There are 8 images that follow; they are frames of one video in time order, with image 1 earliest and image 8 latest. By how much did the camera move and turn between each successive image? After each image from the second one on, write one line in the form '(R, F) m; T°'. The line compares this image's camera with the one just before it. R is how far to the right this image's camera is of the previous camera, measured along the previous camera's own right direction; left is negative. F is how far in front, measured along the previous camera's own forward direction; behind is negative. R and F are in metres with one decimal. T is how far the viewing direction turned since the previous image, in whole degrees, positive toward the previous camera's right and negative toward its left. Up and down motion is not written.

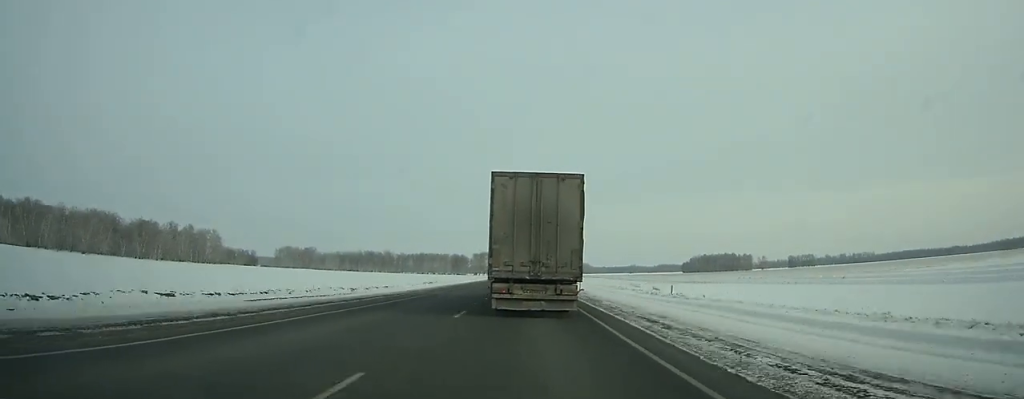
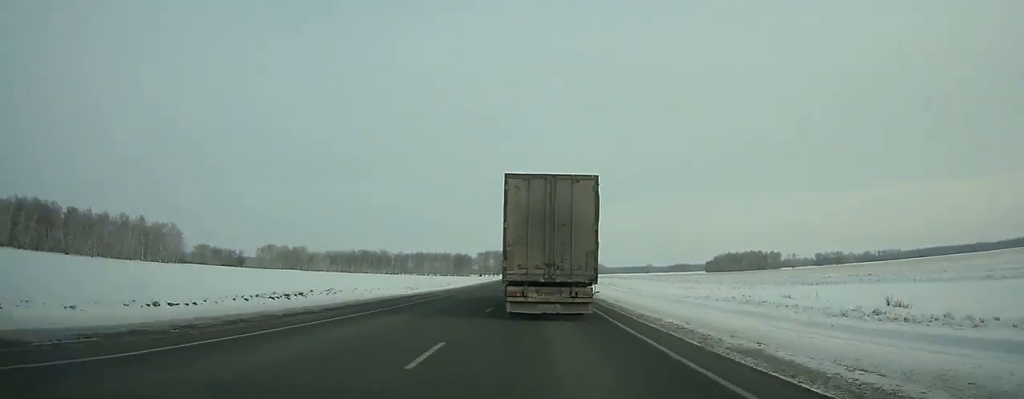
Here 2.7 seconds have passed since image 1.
(-0.1, +56.8) m; 0°
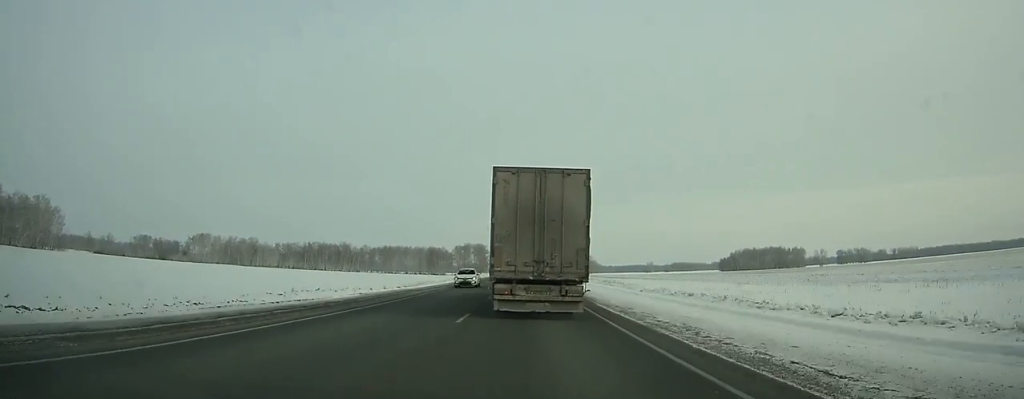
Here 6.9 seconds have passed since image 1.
(+0.1, +89.0) m; 0°
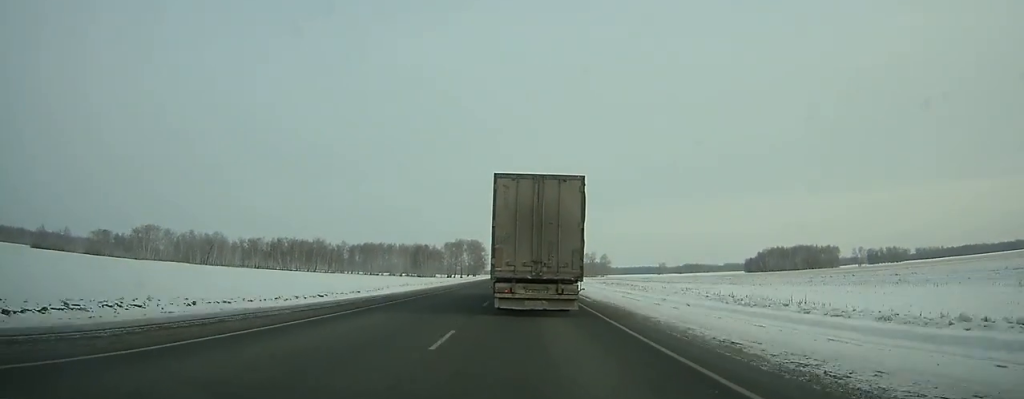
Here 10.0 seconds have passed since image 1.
(-0.2, +66.6) m; 0°
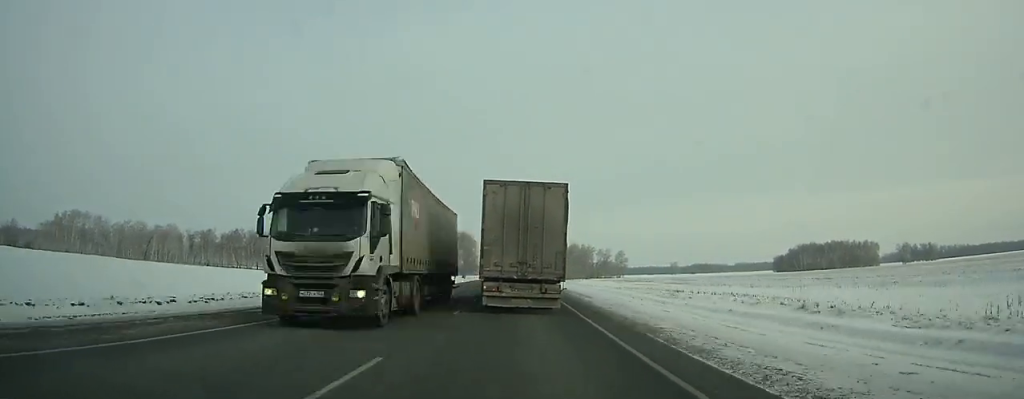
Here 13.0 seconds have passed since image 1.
(0.0, +65.8) m; 0°
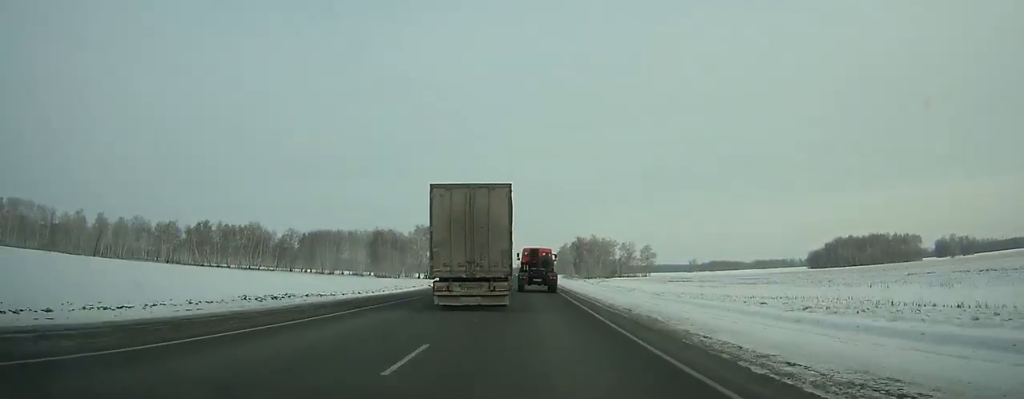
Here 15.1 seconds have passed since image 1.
(-0.1, +47.4) m; -1°
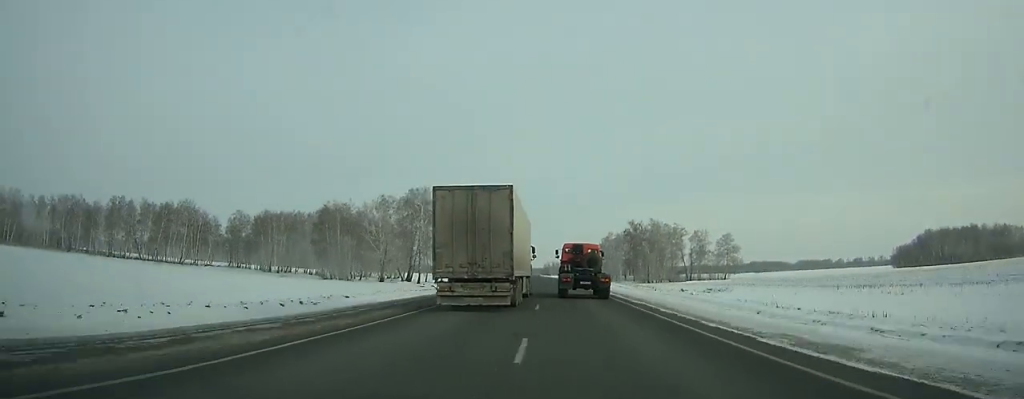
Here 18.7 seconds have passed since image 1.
(-1.3, +83.9) m; -1°
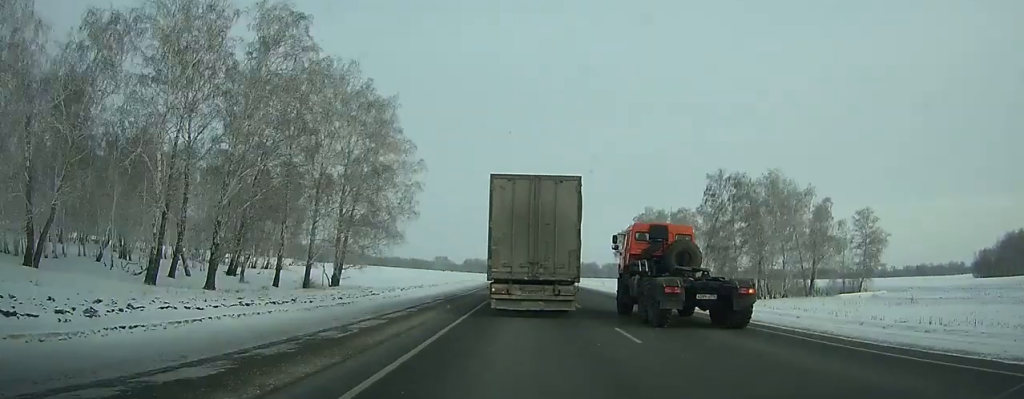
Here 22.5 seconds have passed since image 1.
(+0.3, +93.4) m; 0°
